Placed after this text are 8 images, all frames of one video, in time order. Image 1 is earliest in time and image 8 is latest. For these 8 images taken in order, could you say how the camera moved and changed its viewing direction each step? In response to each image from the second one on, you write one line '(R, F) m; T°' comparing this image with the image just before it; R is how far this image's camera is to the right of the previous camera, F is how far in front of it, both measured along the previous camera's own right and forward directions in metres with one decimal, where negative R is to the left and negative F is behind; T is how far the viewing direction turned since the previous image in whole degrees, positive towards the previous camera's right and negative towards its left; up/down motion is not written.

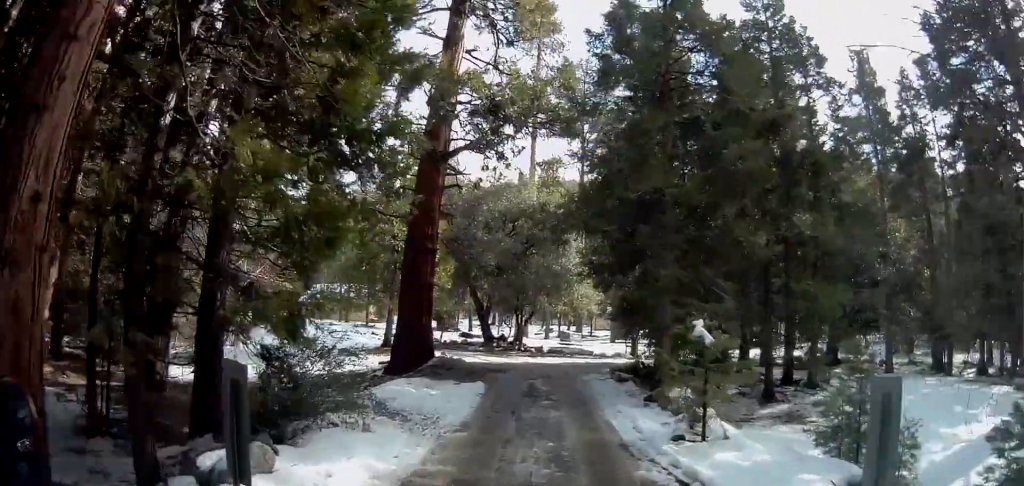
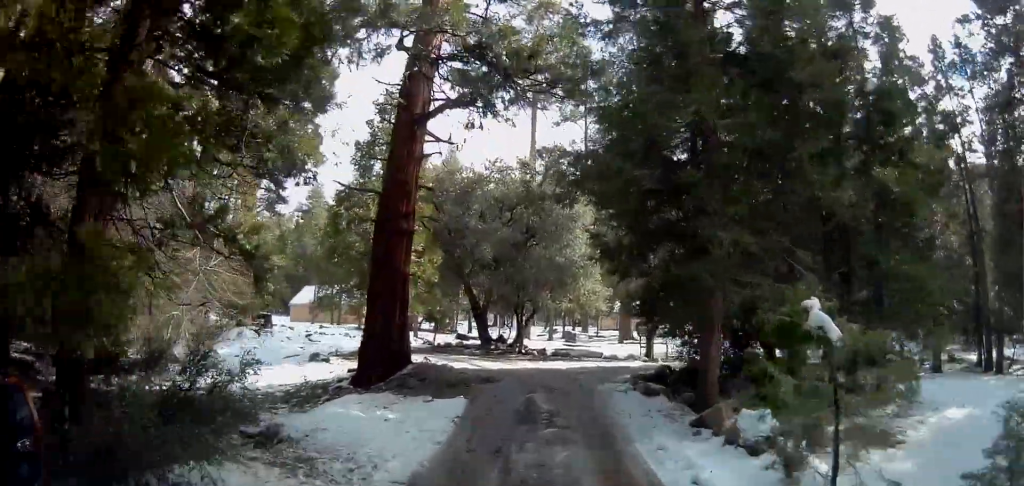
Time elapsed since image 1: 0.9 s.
(0.0, +4.0) m; 0°
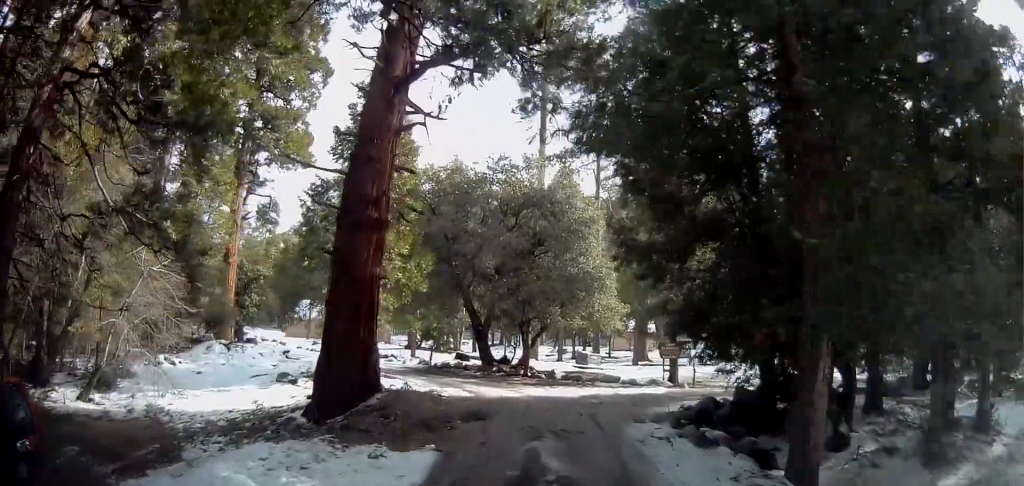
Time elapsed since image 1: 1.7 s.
(0.0, +3.8) m; +1°
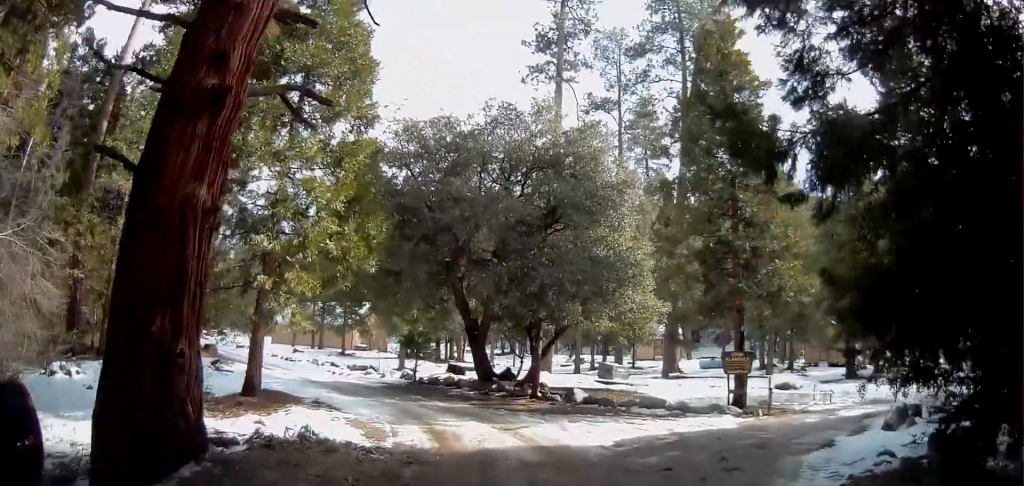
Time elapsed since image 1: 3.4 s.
(+0.2, +8.1) m; -7°
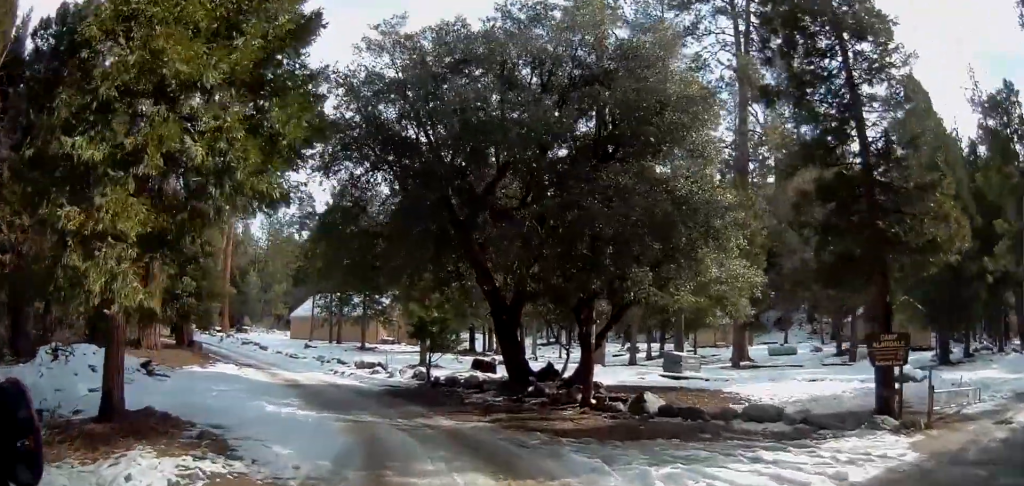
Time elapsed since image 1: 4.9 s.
(-0.8, +7.2) m; -5°
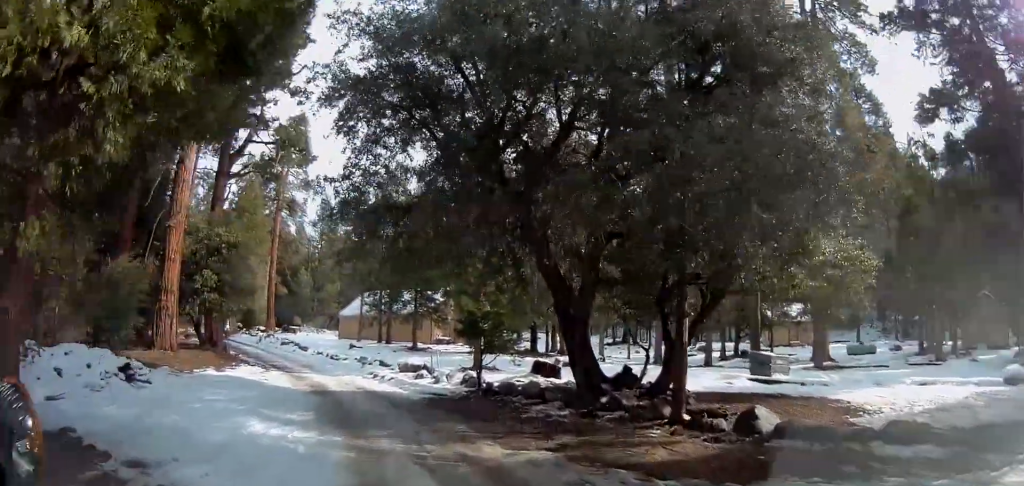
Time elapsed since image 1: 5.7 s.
(+0.1, +3.5) m; -2°
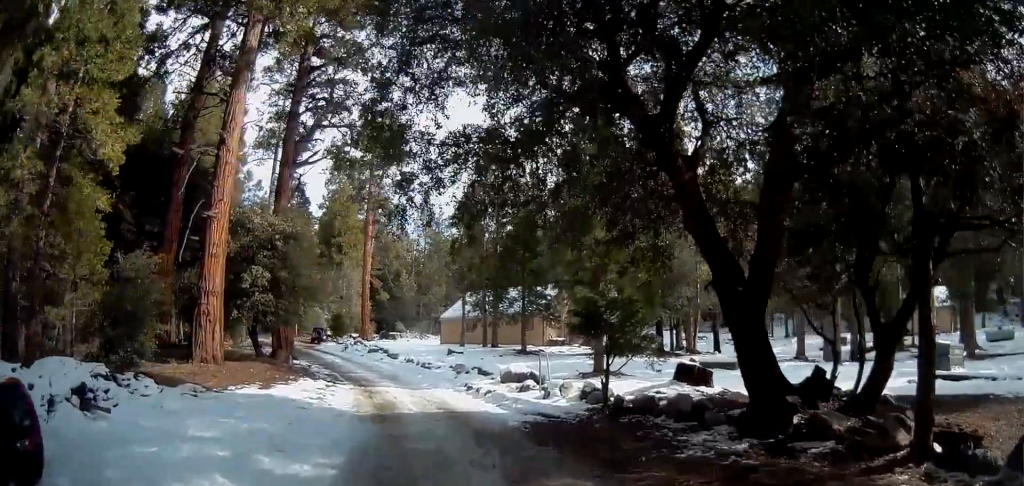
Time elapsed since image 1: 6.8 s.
(-0.5, +4.8) m; -11°
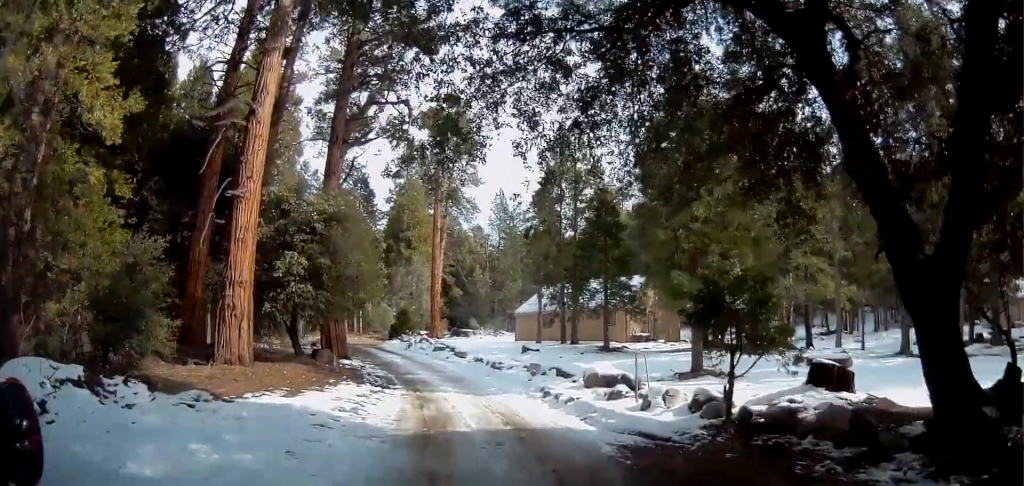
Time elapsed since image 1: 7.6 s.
(-0.3, +3.5) m; -7°
